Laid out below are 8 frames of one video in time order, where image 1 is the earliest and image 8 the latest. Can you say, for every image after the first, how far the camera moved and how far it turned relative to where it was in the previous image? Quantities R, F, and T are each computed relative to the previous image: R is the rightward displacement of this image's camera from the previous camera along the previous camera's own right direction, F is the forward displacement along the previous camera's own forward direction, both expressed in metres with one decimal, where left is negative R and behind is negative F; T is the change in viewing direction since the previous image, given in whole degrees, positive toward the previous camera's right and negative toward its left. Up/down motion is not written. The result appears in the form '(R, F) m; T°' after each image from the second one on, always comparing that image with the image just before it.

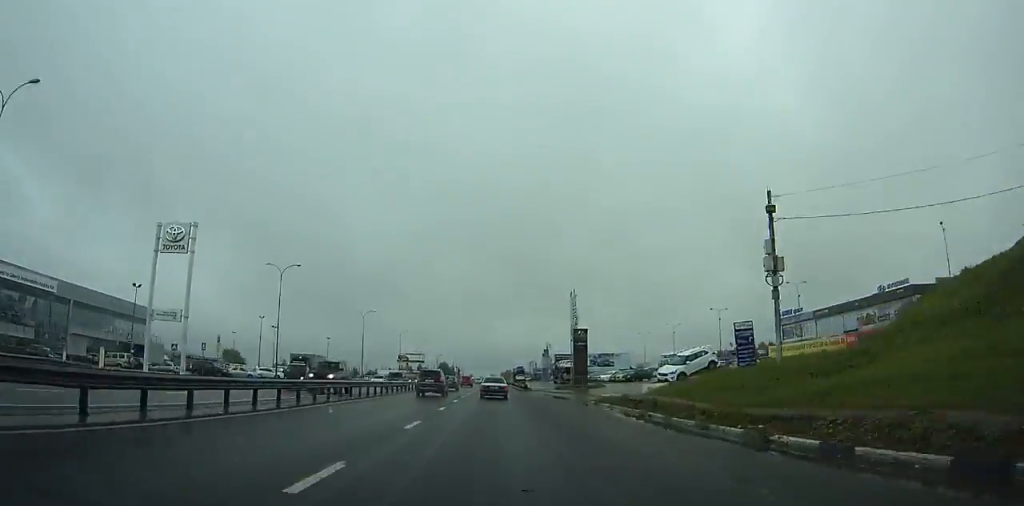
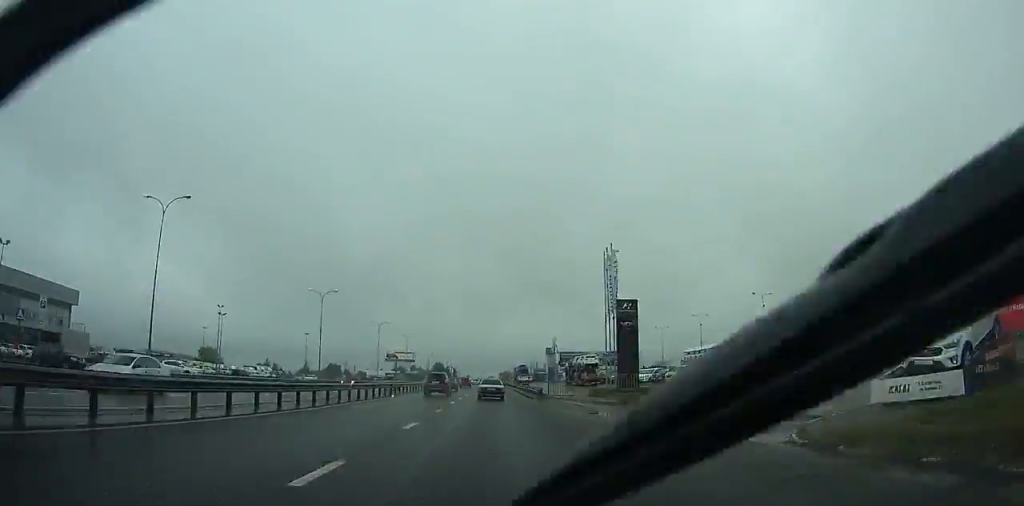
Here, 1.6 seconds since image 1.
(0.0, +23.6) m; 0°
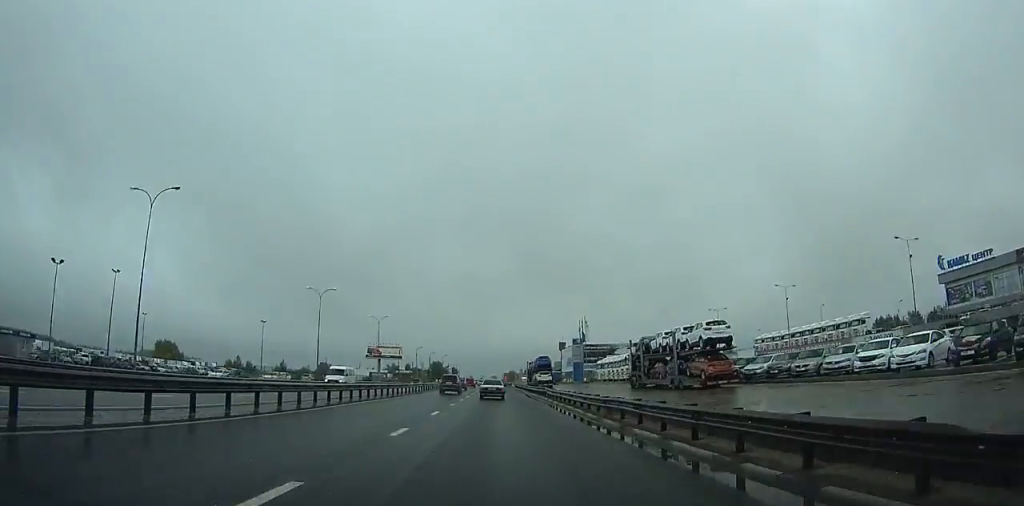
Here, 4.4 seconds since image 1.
(+0.3, +41.4) m; 0°
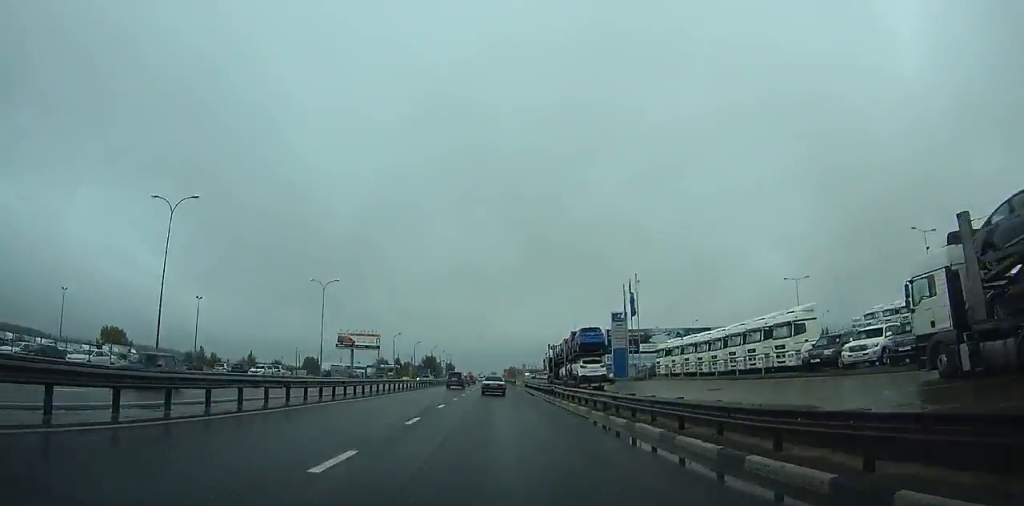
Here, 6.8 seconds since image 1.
(-0.1, +36.0) m; 0°
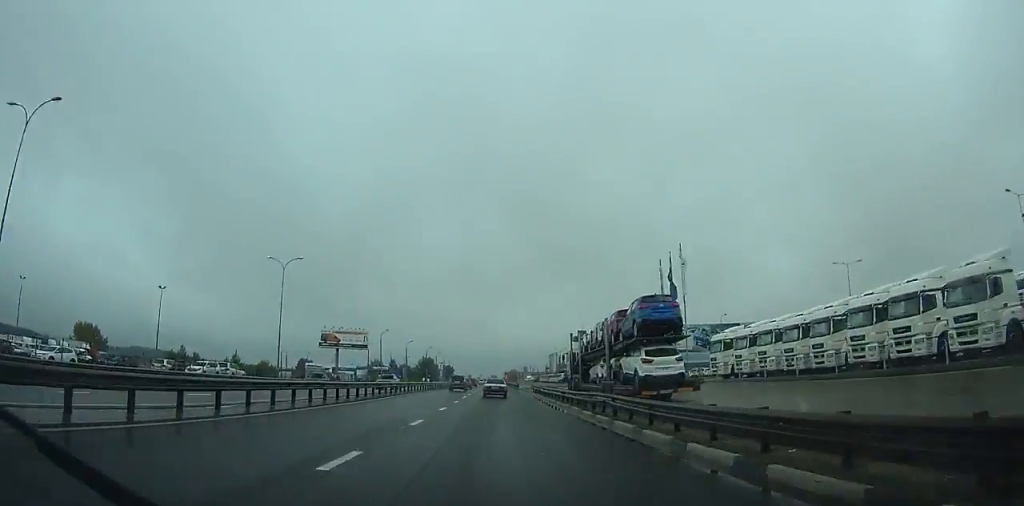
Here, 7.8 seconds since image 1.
(-0.1, +15.2) m; 0°
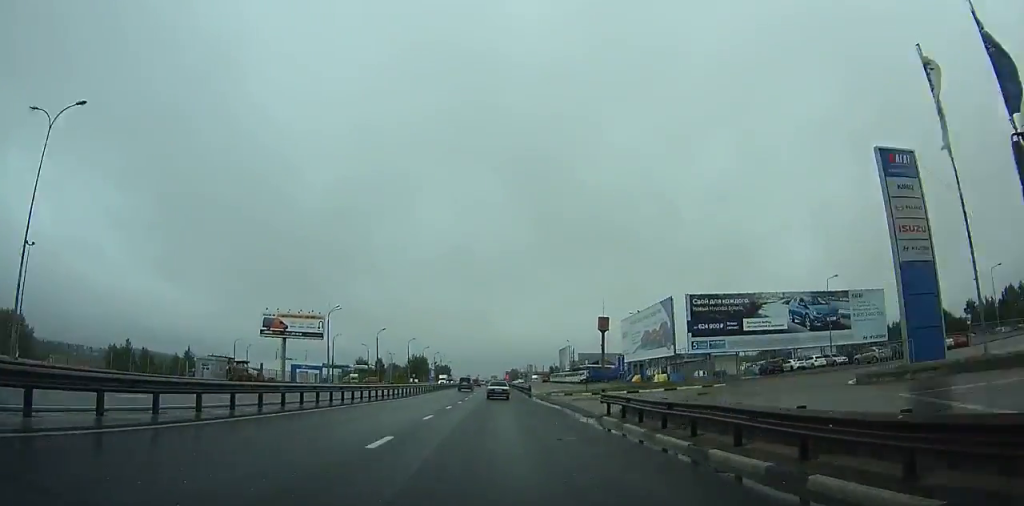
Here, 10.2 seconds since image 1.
(+0.1, +36.8) m; 0°
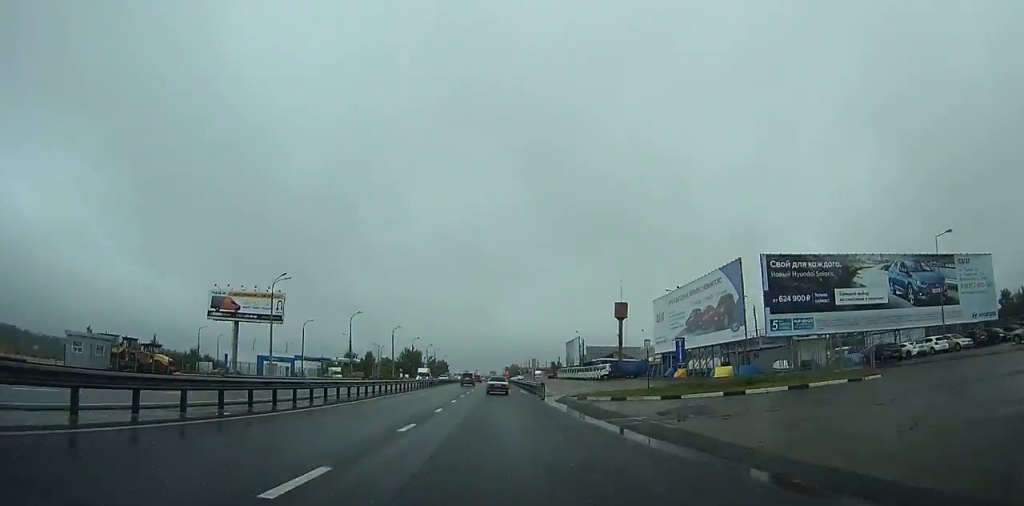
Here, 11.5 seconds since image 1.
(0.0, +20.7) m; 0°
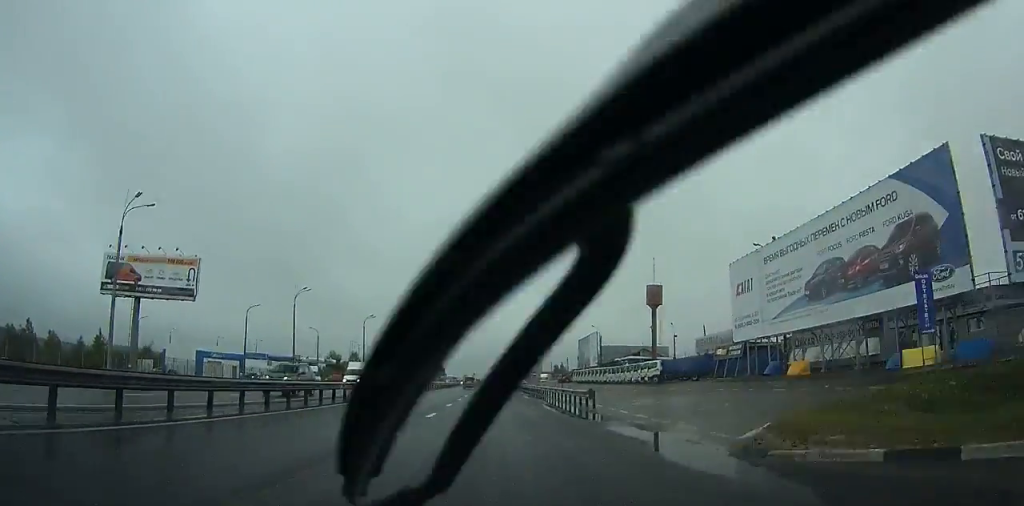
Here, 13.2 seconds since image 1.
(0.0, +26.2) m; 0°
